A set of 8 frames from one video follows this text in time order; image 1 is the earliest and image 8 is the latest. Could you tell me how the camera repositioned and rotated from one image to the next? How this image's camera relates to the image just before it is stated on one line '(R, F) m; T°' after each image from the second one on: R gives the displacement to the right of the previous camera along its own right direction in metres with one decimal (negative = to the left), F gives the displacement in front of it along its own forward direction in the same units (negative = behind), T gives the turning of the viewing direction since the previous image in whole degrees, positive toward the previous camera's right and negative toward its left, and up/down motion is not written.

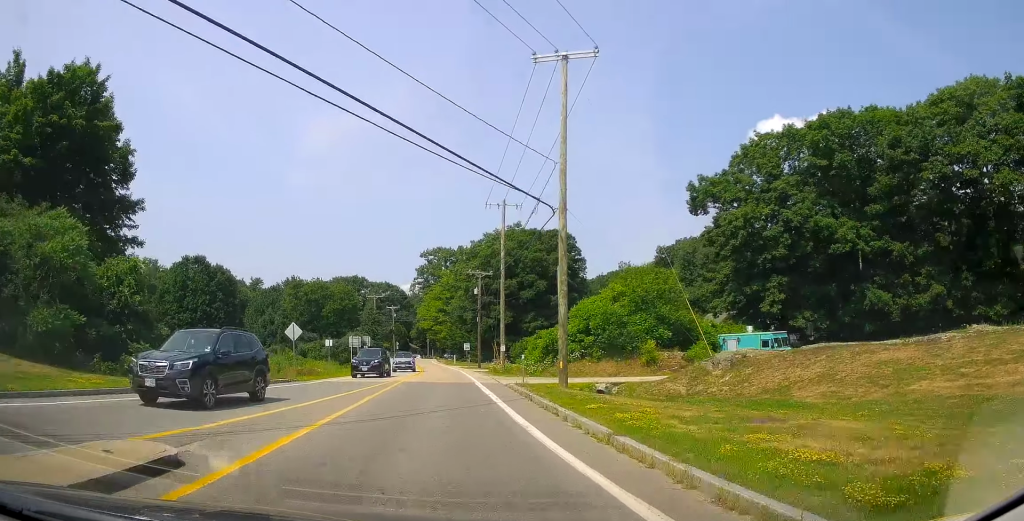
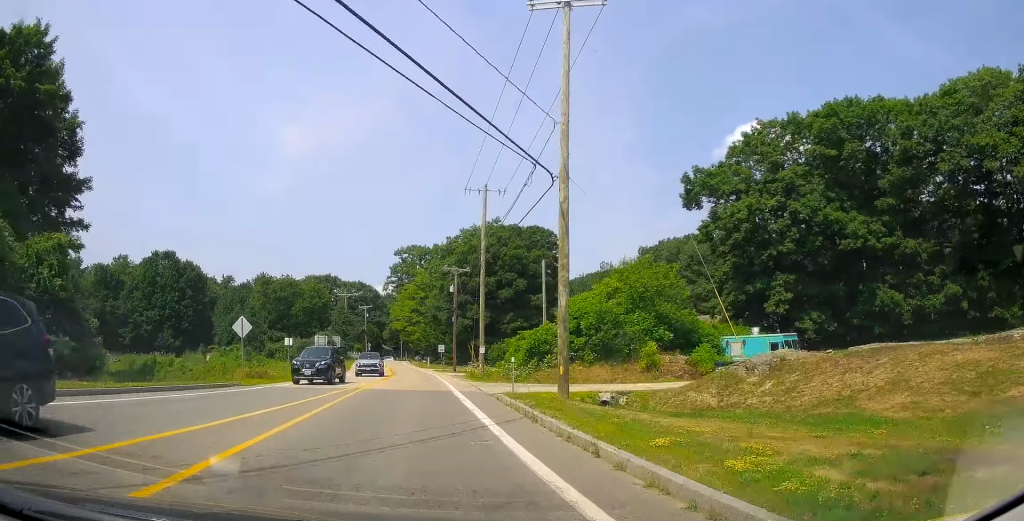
(+0.1, +4.5) m; 0°
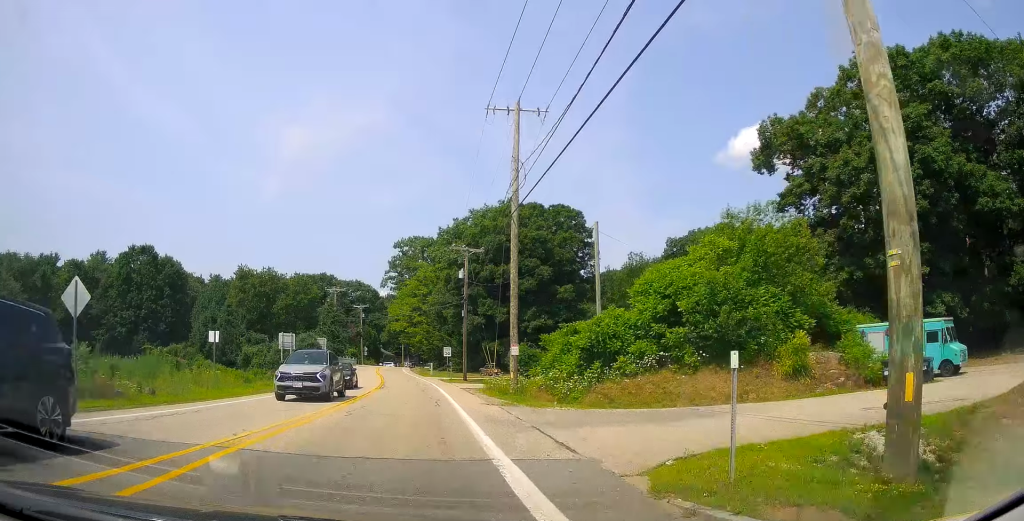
(+0.3, +14.0) m; +4°
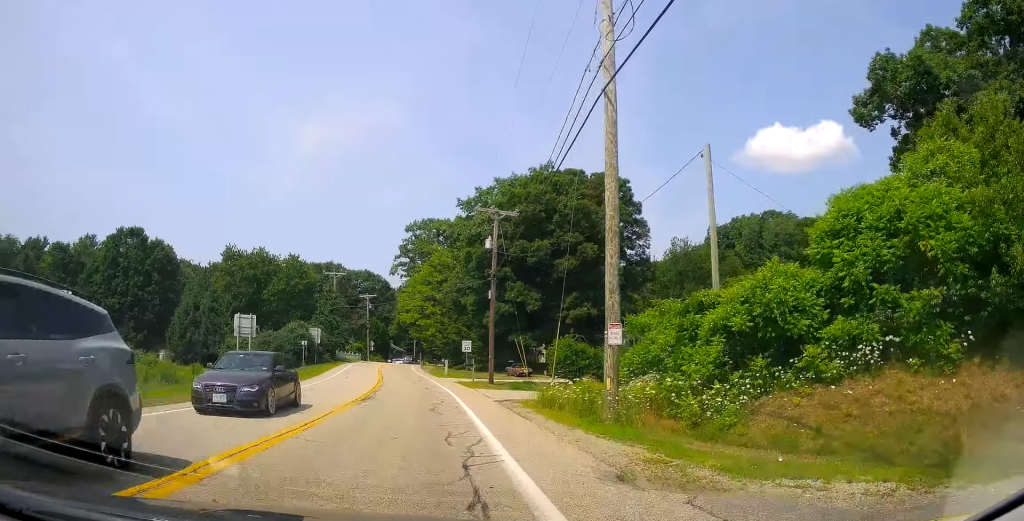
(+0.4, +12.1) m; 0°
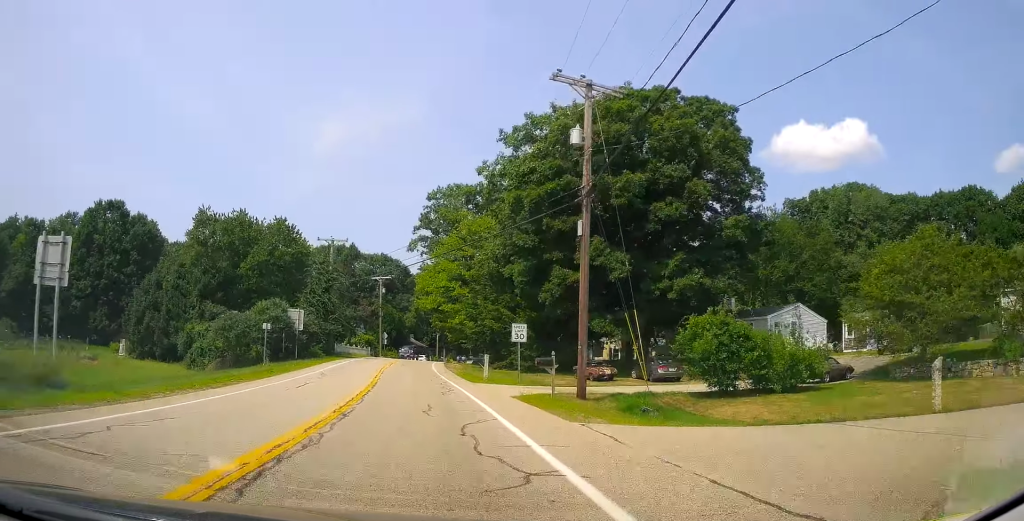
(-0.2, +18.3) m; -1°
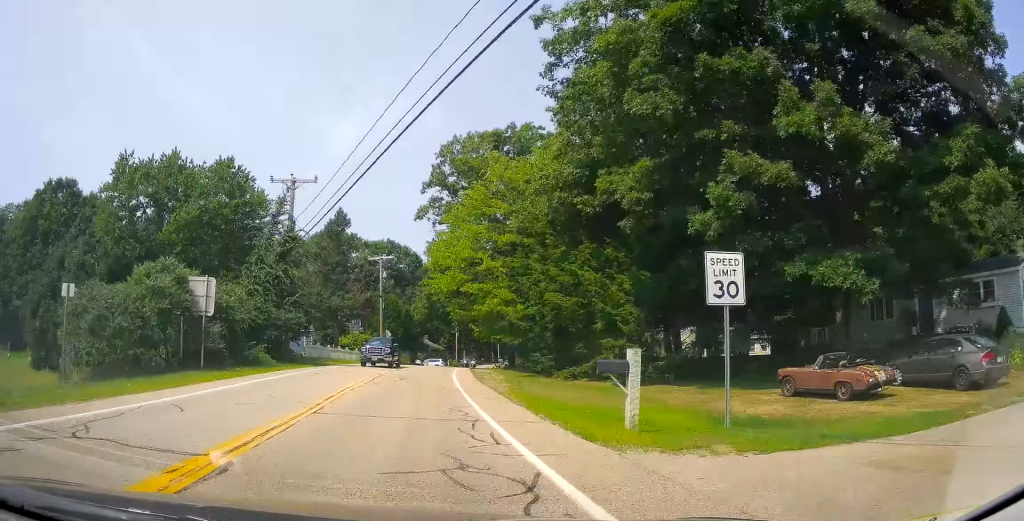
(-0.7, +21.4) m; +1°
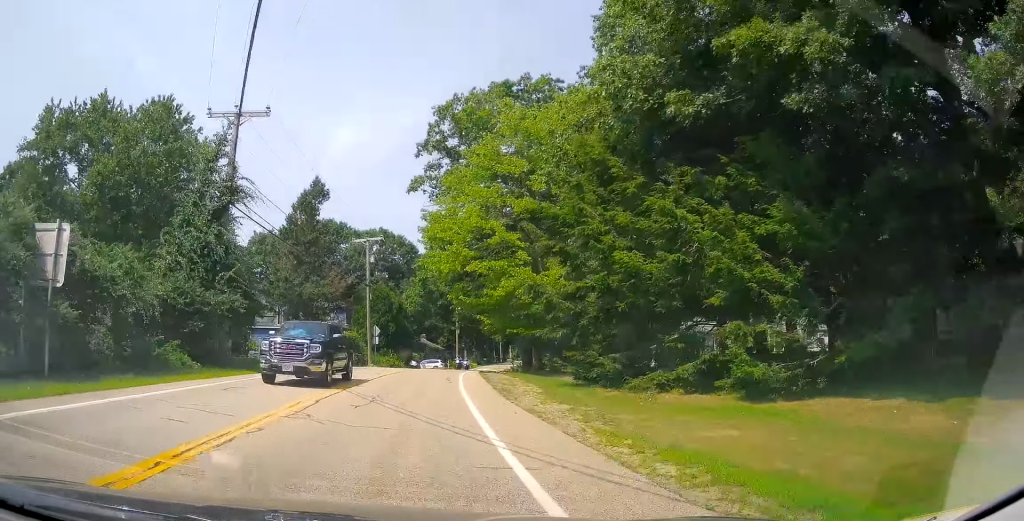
(+0.8, +11.0) m; +3°
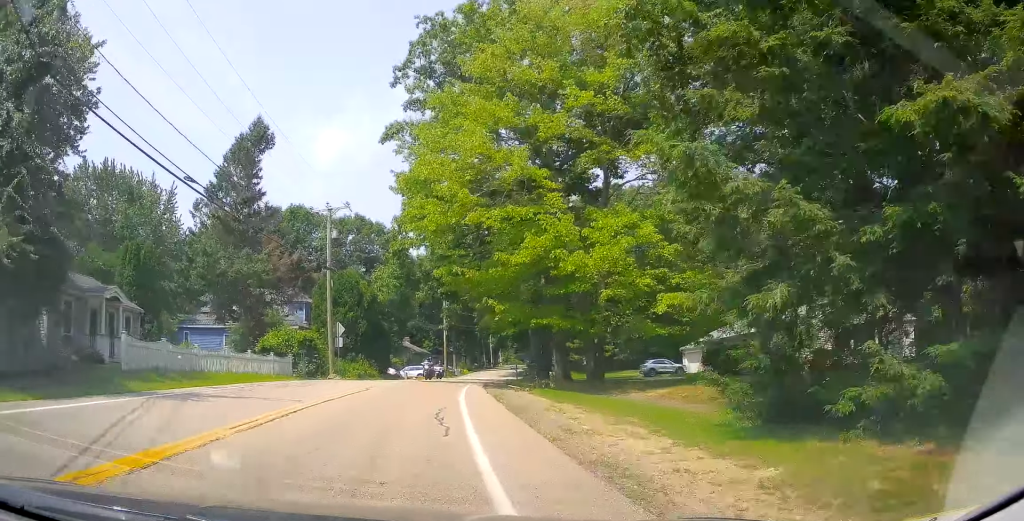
(+0.3, +13.6) m; +2°
